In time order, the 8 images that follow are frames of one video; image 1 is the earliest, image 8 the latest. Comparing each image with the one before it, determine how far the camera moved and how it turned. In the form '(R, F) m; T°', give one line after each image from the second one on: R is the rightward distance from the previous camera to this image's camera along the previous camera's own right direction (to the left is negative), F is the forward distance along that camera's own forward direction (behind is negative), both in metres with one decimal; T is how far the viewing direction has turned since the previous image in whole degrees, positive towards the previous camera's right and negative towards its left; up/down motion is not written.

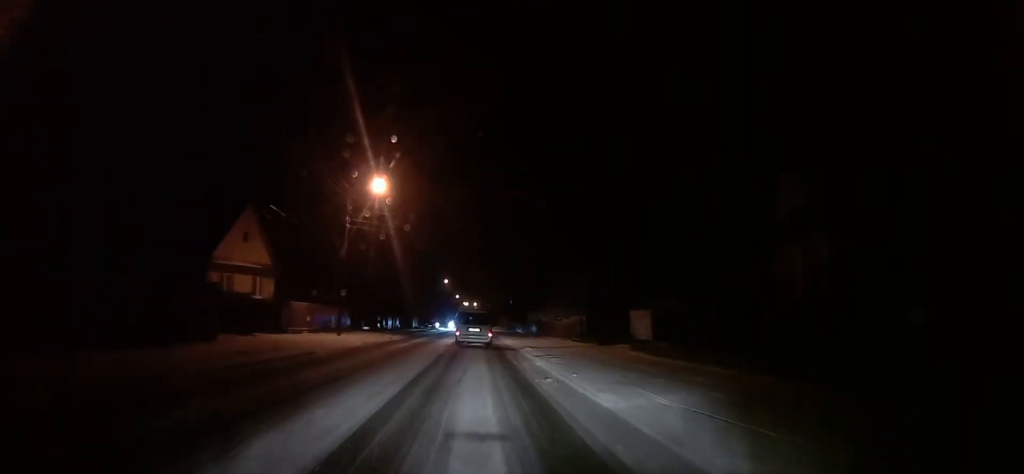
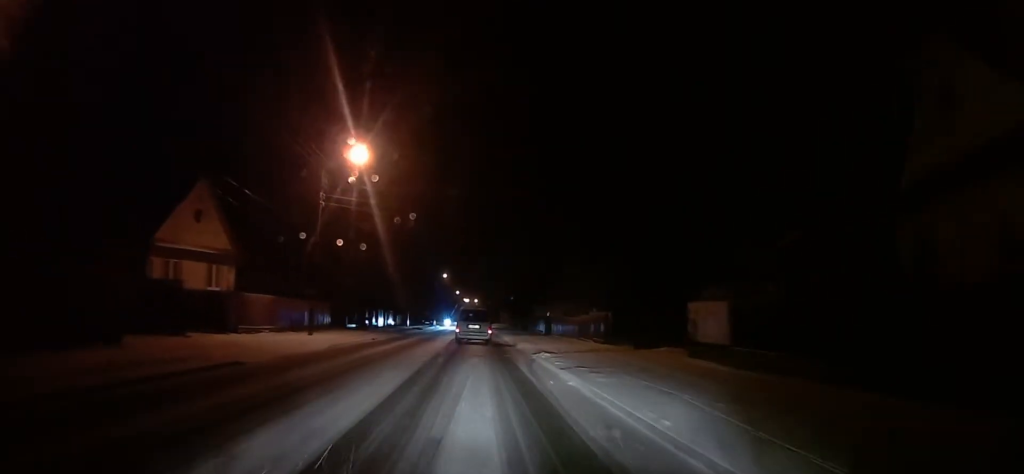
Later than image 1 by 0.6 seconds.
(-0.1, +6.7) m; 0°
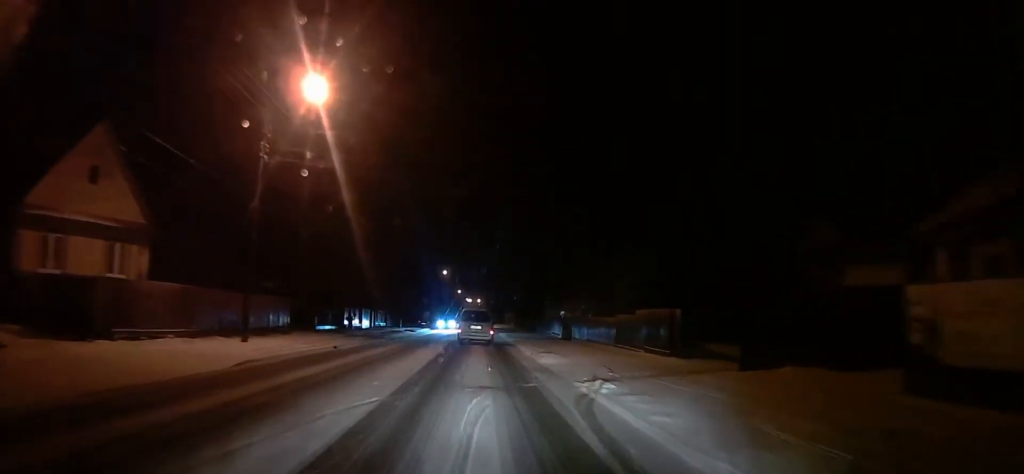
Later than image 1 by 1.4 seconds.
(0.0, +9.6) m; +3°
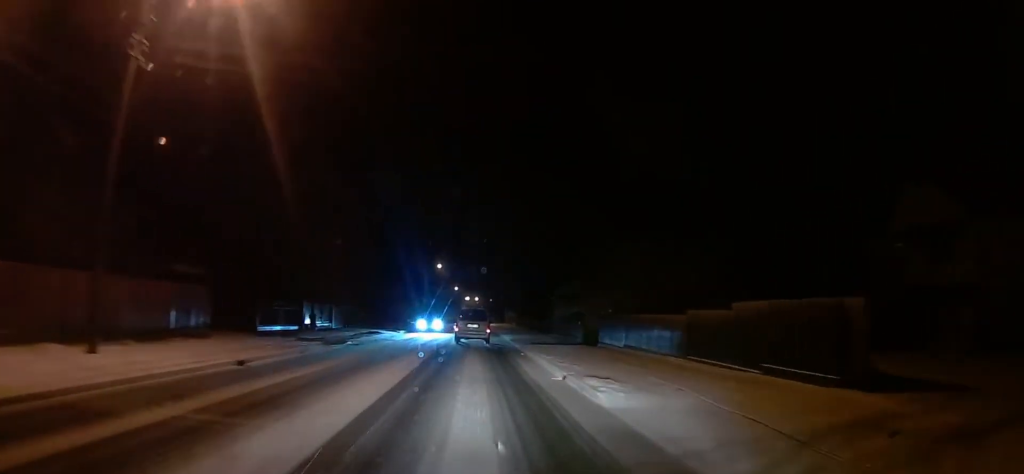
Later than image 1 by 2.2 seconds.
(+0.5, +9.8) m; +1°
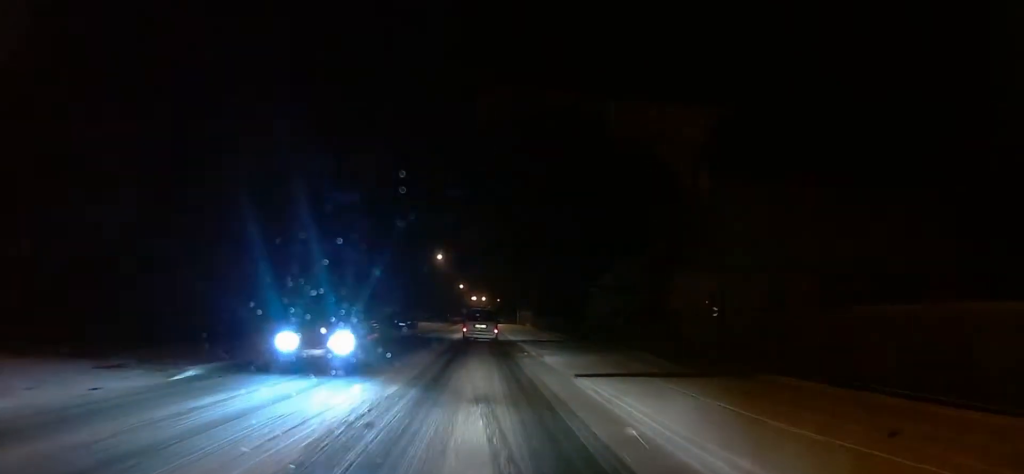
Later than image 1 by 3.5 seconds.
(-0.5, +16.3) m; -4°
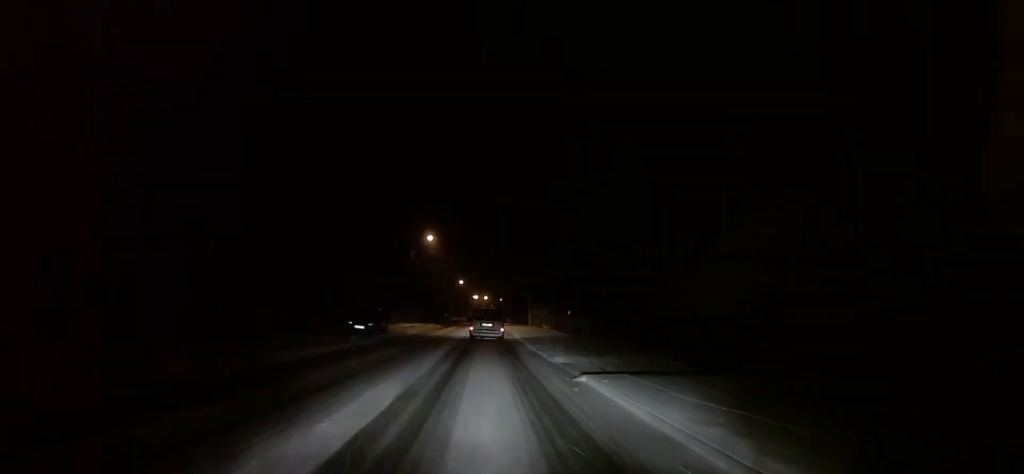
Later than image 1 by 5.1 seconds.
(-0.1, +19.9) m; 0°
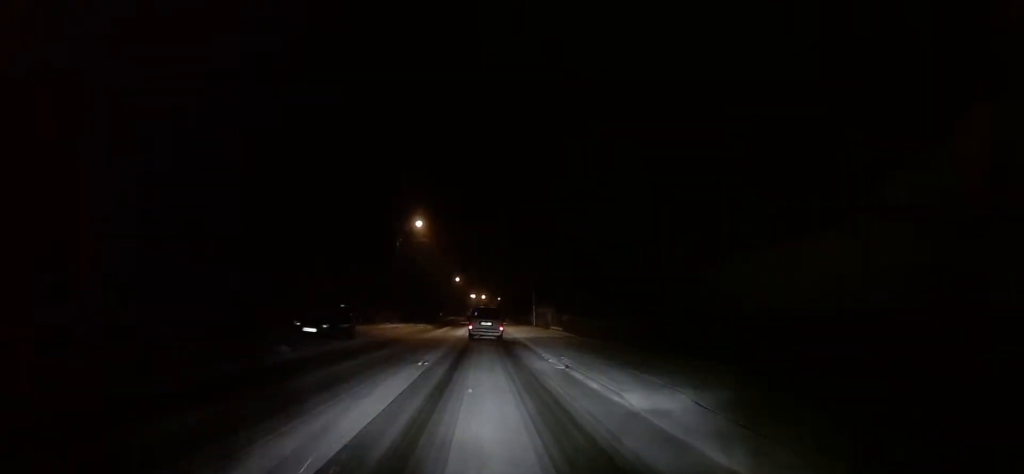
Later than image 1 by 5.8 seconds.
(0.0, +9.5) m; 0°
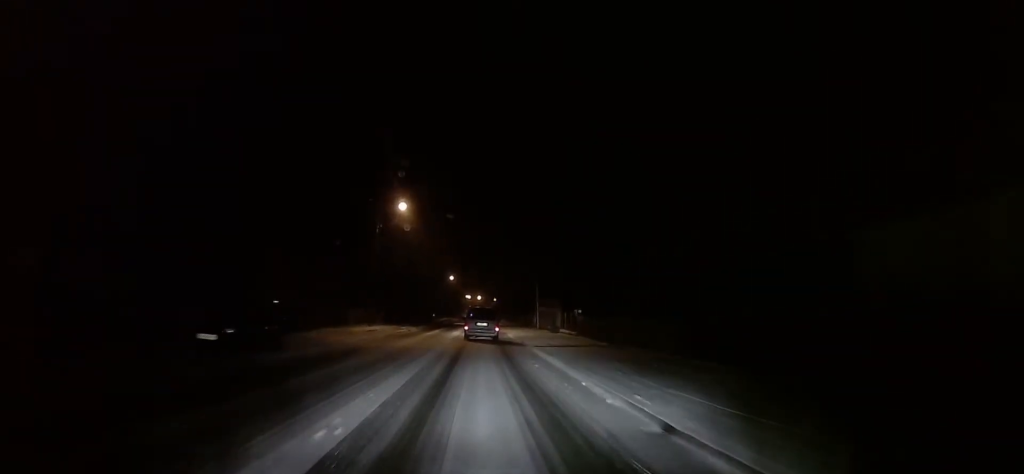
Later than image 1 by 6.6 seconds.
(0.0, +9.7) m; 0°
